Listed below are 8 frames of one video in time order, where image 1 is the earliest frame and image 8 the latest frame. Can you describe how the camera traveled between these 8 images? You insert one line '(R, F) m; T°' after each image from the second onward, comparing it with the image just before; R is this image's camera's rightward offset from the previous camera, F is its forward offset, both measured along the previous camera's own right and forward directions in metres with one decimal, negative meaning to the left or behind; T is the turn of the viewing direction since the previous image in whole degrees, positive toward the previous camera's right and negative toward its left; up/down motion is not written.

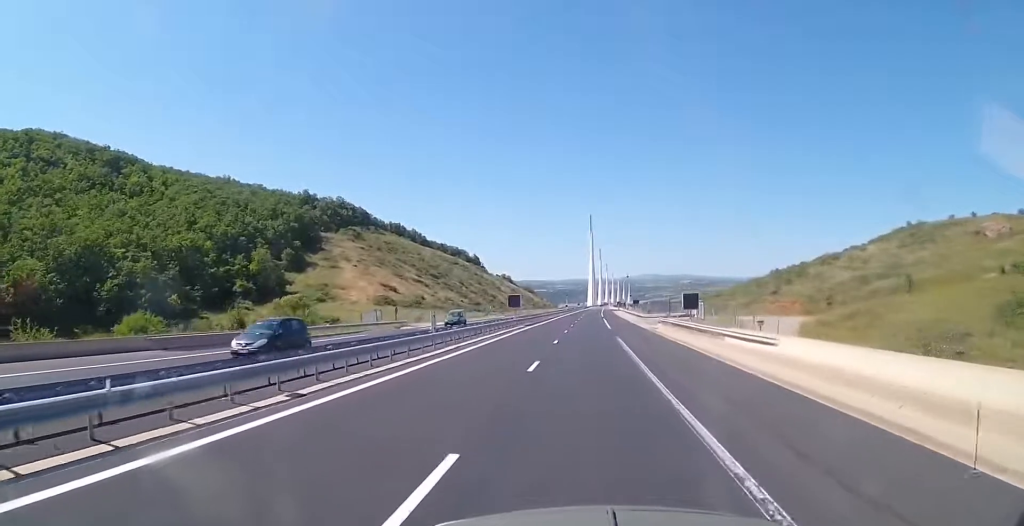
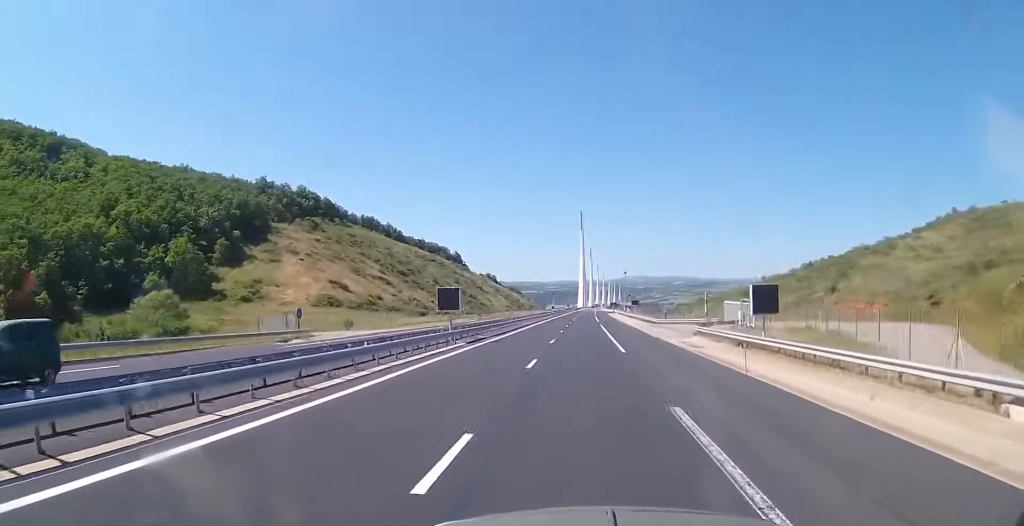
(0.0, +25.3) m; 0°
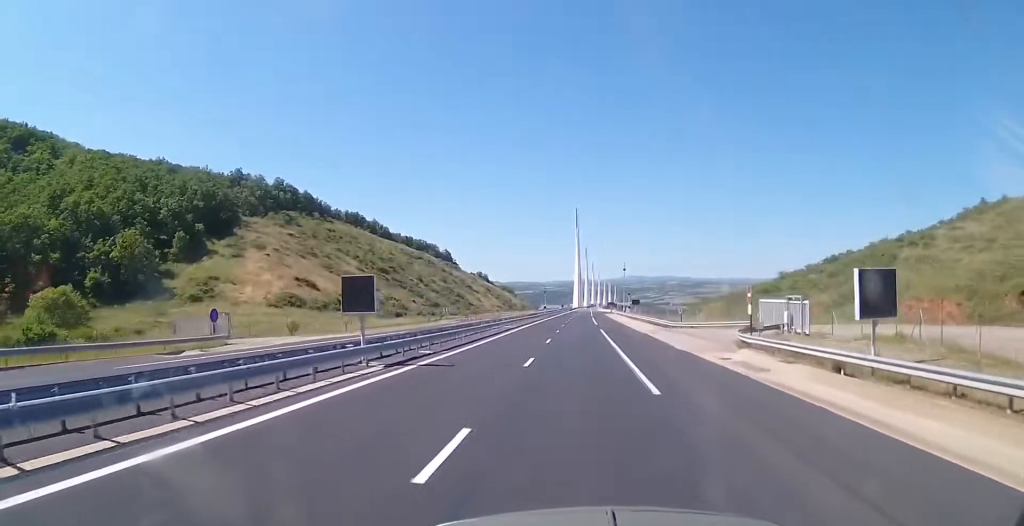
(0.0, +12.8) m; 0°
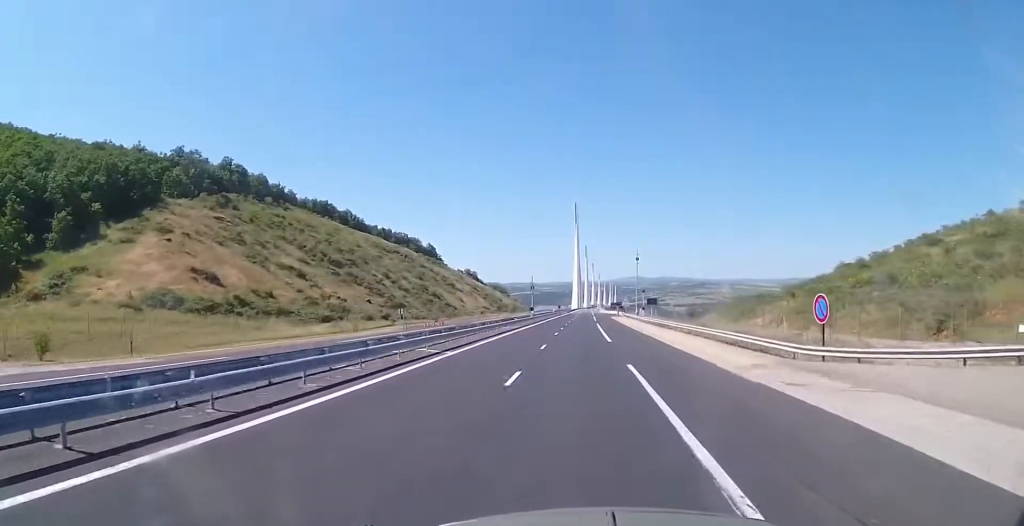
(+0.3, +30.9) m; 0°
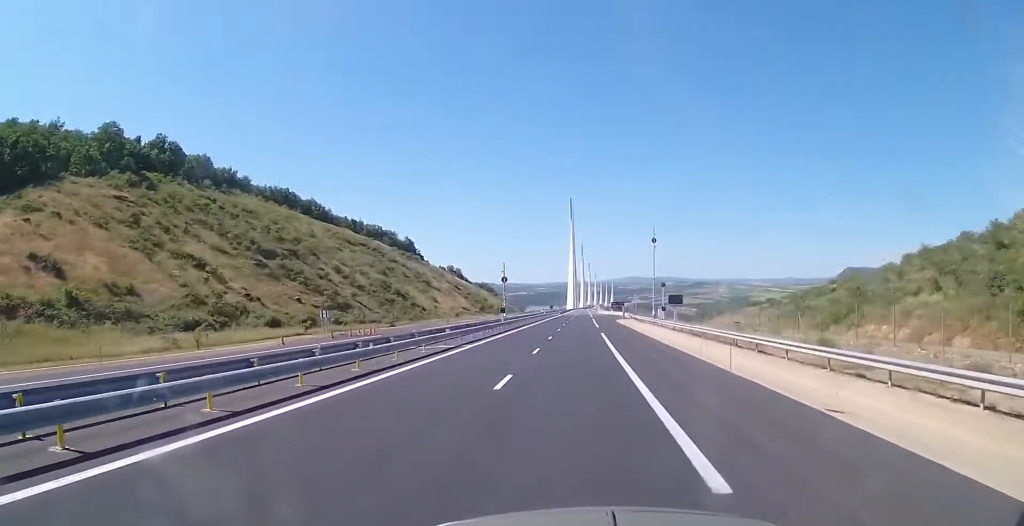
(-0.2, +28.3) m; 0°
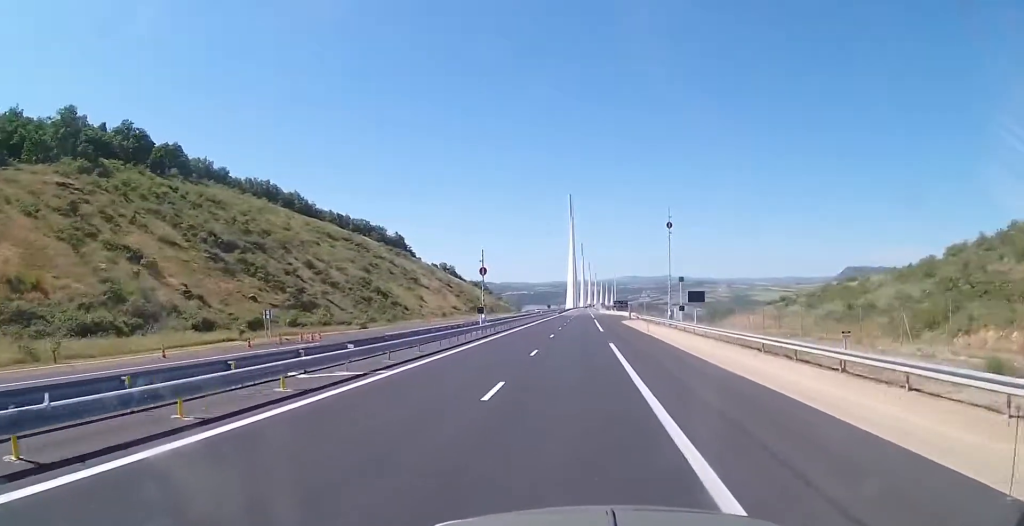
(+0.1, +12.6) m; 0°
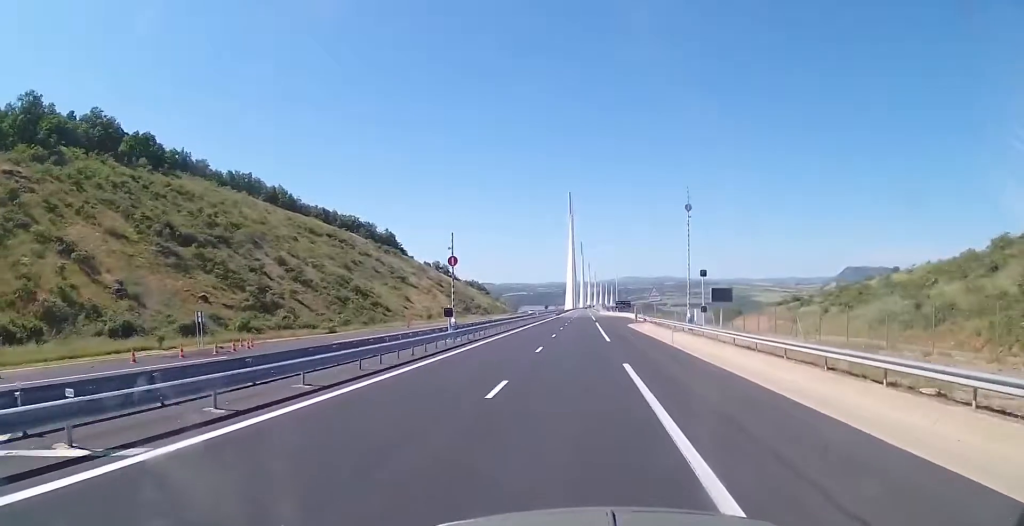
(0.0, +10.9) m; 0°
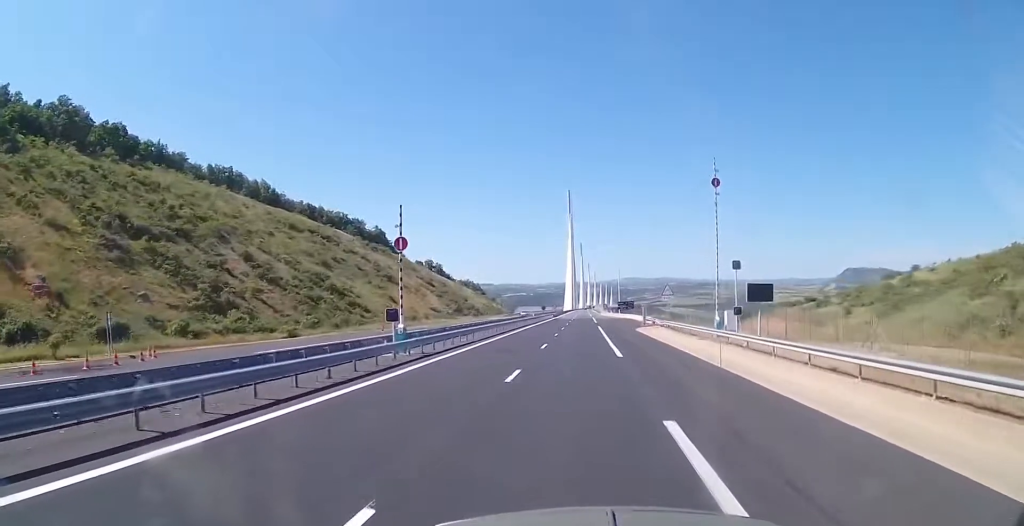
(0.0, +10.4) m; 0°
